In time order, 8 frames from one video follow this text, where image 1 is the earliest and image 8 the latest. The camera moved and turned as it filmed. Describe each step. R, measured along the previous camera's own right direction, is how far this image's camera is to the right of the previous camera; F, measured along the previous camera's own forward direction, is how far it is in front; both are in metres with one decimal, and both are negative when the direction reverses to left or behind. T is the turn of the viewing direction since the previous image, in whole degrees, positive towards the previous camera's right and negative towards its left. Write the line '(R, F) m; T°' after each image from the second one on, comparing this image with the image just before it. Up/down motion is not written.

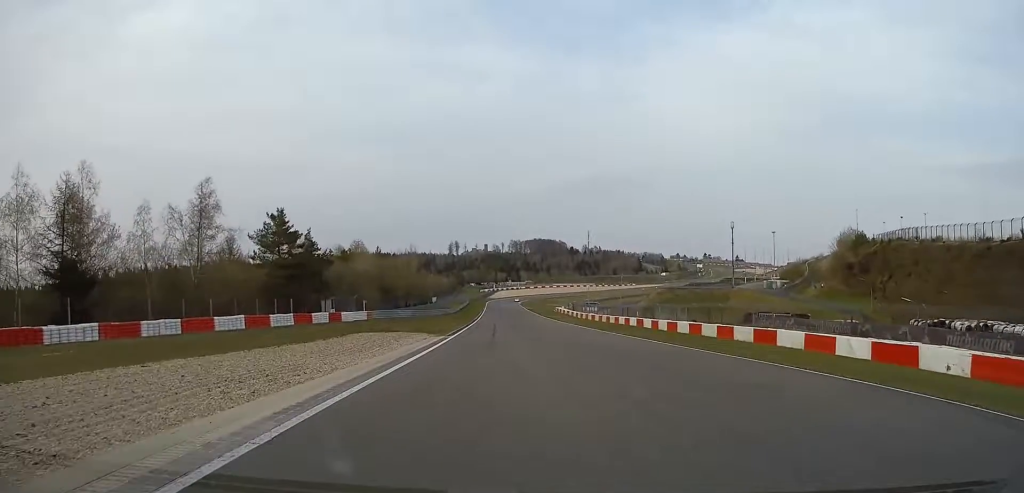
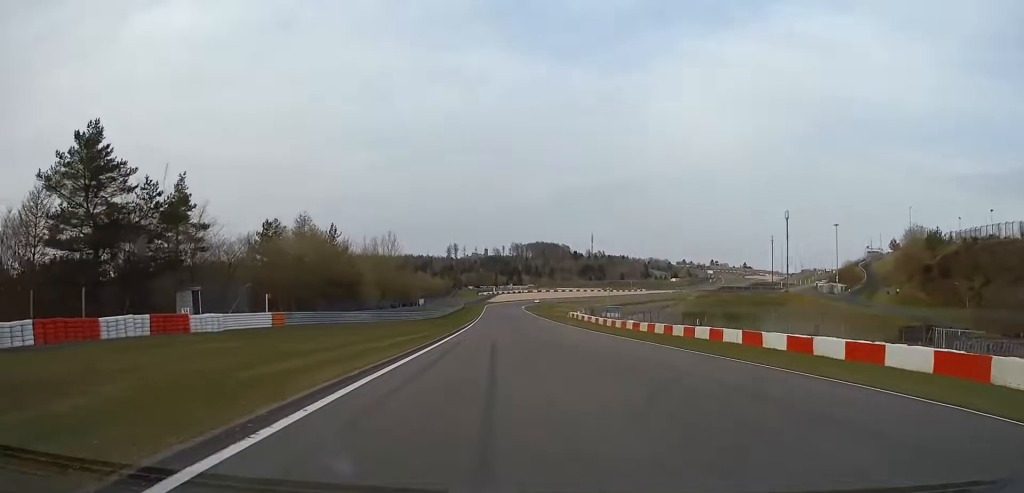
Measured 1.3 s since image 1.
(+0.1, +36.1) m; +1°
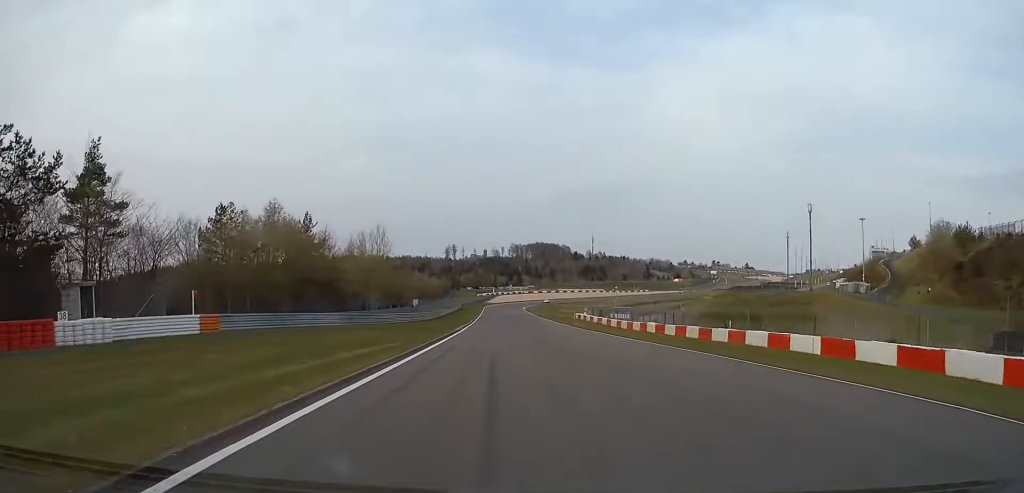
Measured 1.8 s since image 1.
(+0.2, +12.8) m; 0°
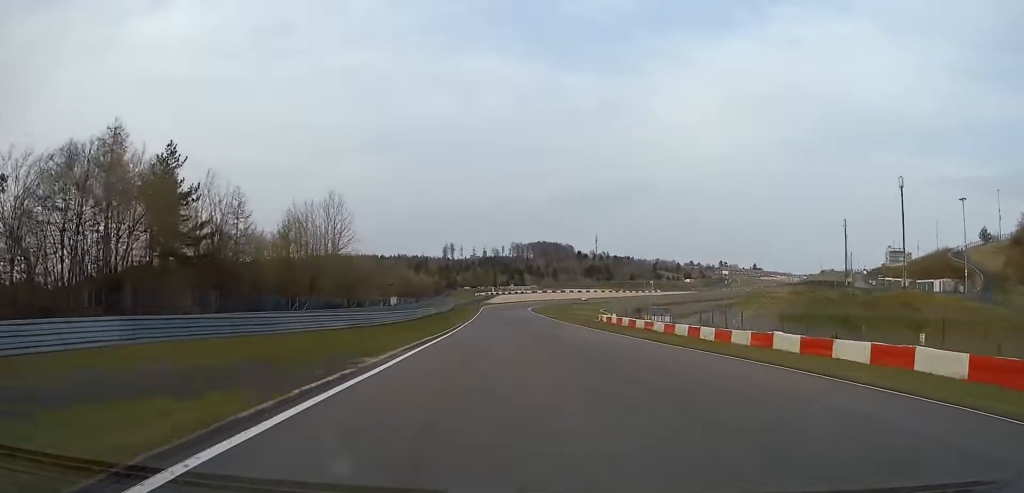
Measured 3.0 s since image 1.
(+0.2, +34.5) m; +1°
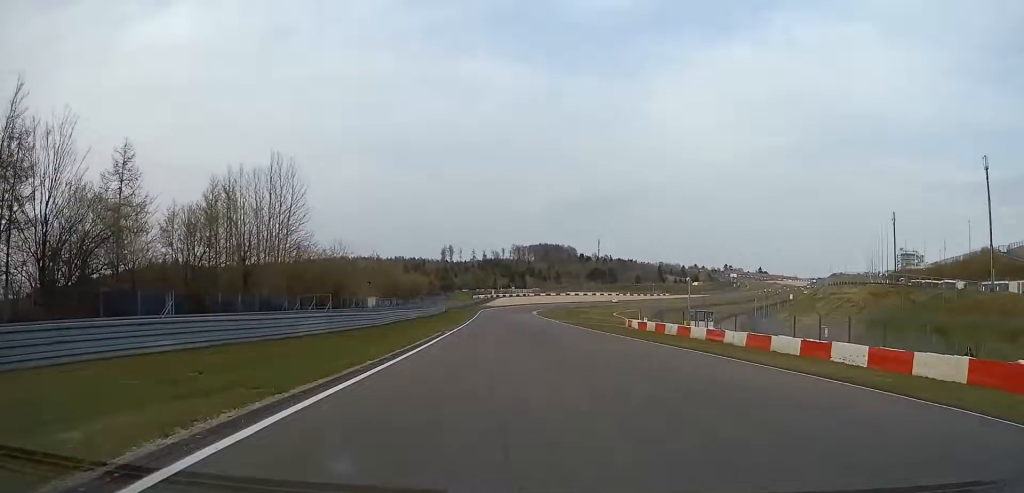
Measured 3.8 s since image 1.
(+0.1, +22.6) m; 0°
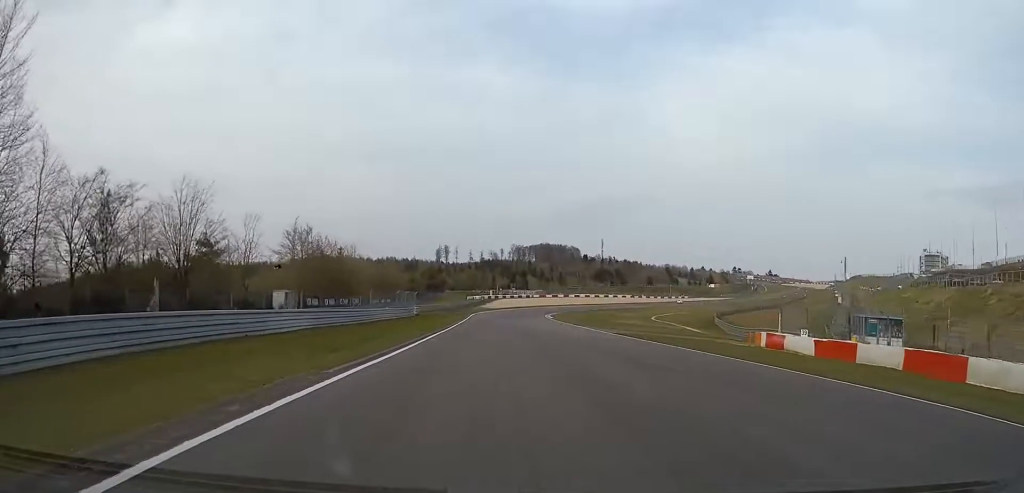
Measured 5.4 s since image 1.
(+0.1, +45.6) m; 0°
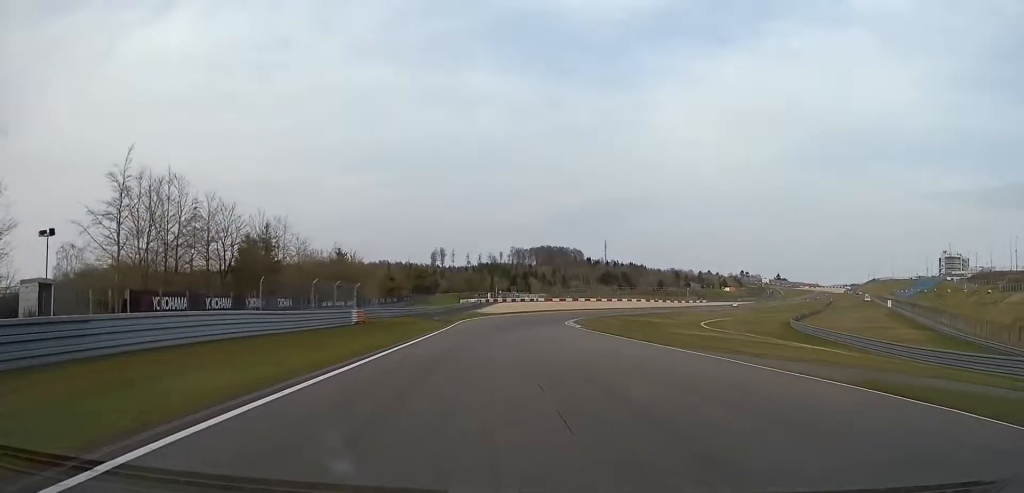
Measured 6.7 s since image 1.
(+0.1, +34.8) m; 0°
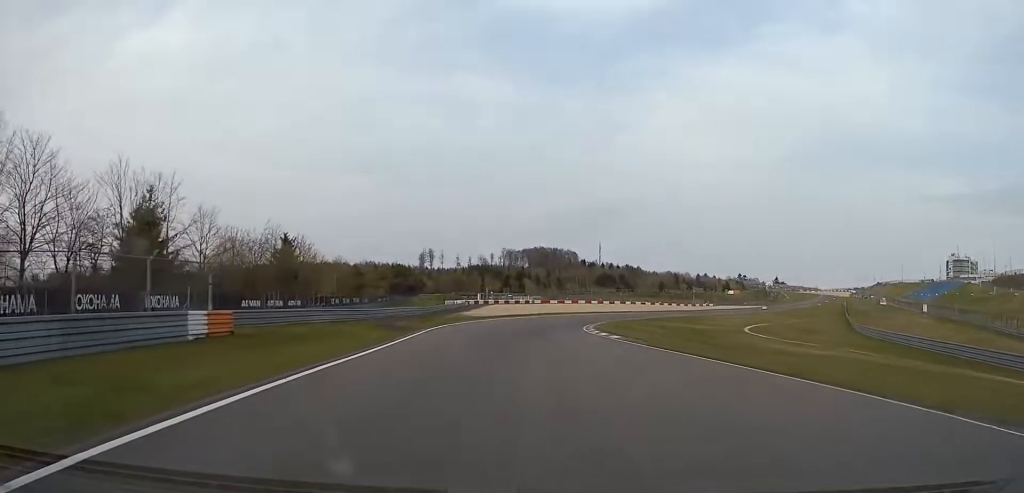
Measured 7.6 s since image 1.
(-0.1, +24.5) m; +1°
